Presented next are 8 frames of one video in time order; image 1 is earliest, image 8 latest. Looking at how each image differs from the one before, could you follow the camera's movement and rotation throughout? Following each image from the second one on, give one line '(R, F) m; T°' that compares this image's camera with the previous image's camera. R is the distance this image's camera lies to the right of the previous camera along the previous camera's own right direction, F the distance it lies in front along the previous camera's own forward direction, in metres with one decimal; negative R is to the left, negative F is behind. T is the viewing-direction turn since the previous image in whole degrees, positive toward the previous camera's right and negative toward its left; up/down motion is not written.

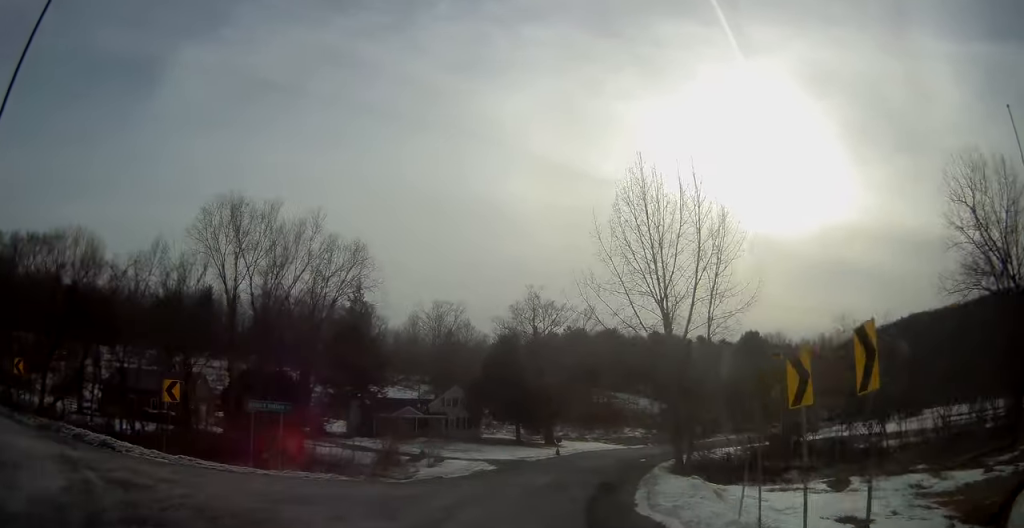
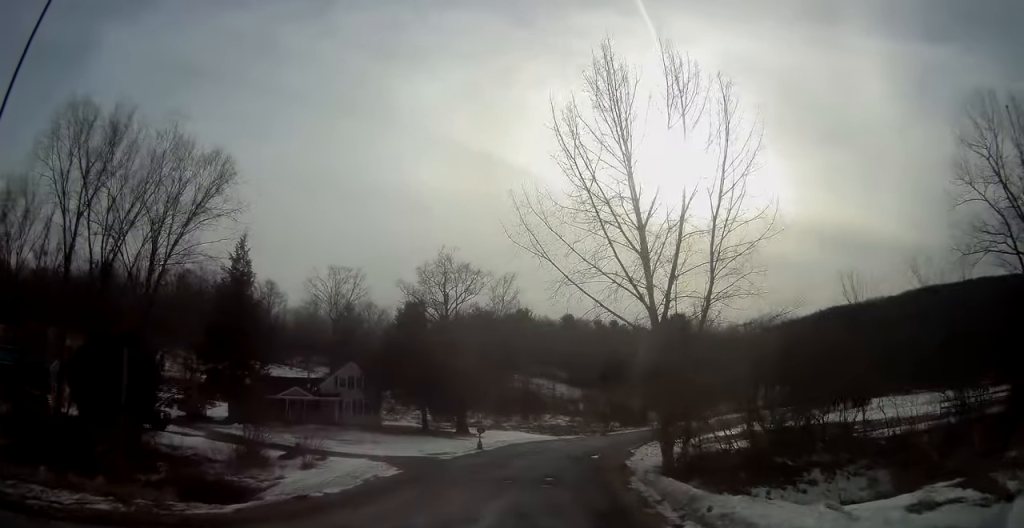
(+0.9, +10.9) m; +10°
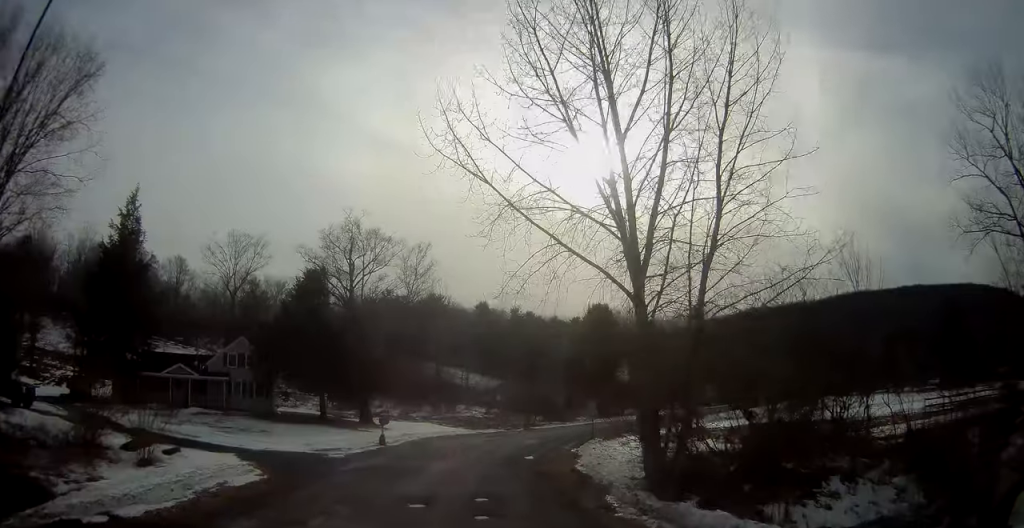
(+0.7, +7.5) m; +4°
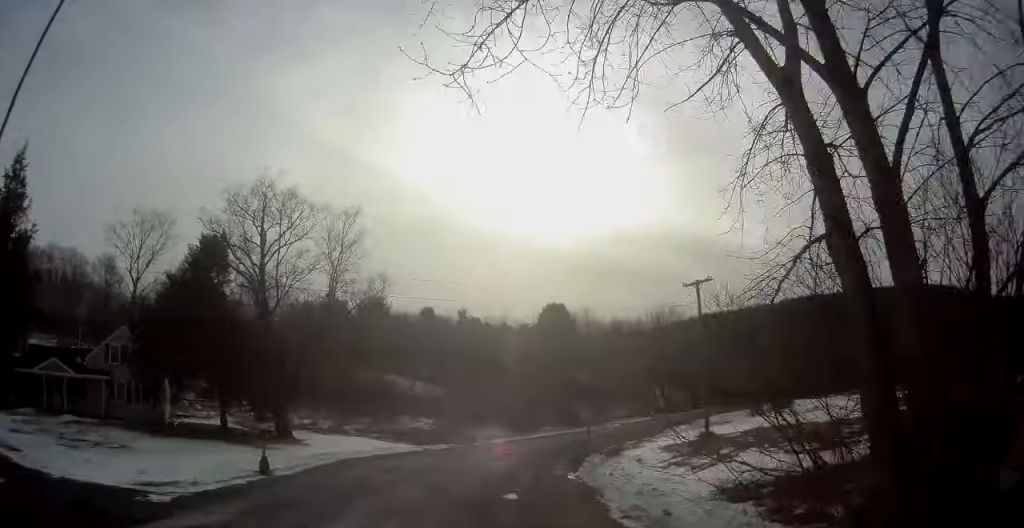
(+0.4, +11.3) m; +5°
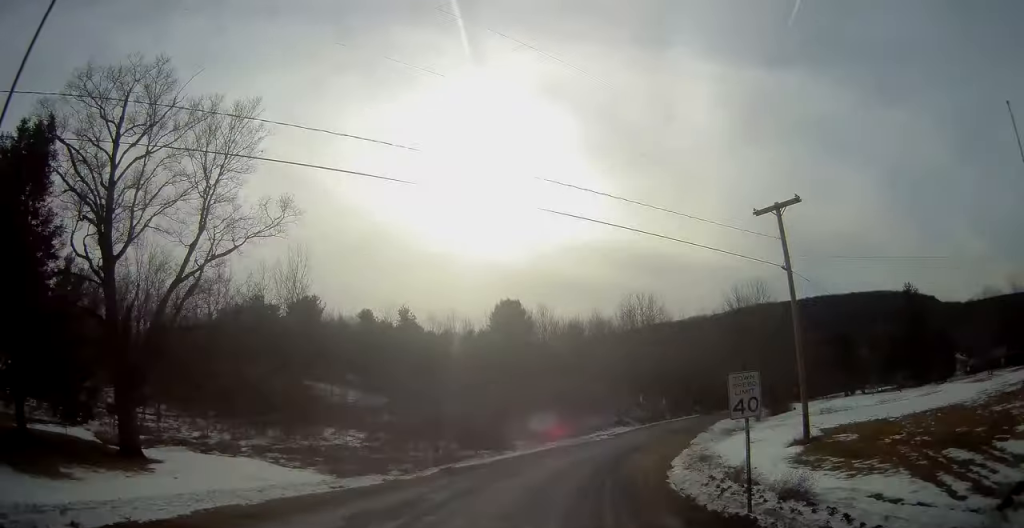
(+1.2, +16.1) m; +12°
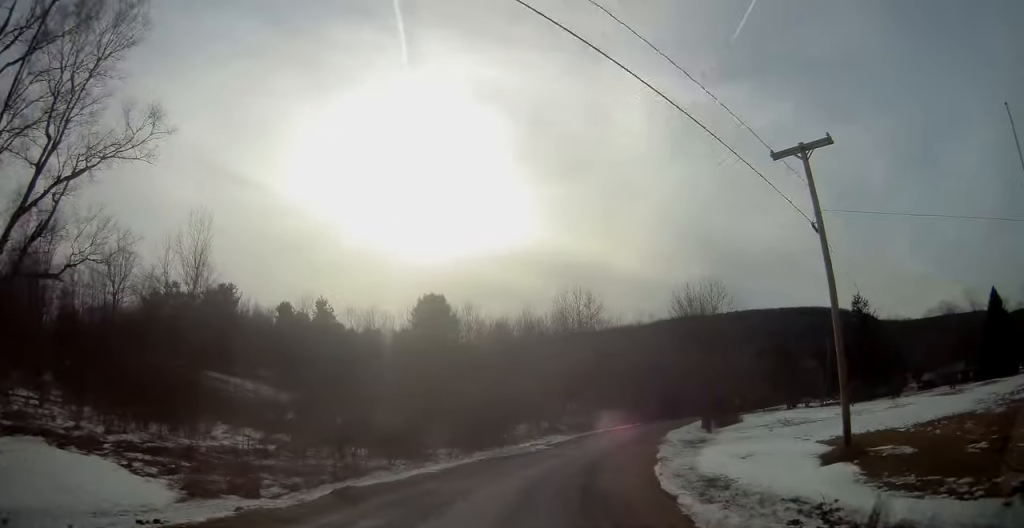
(+0.6, +7.7) m; +7°
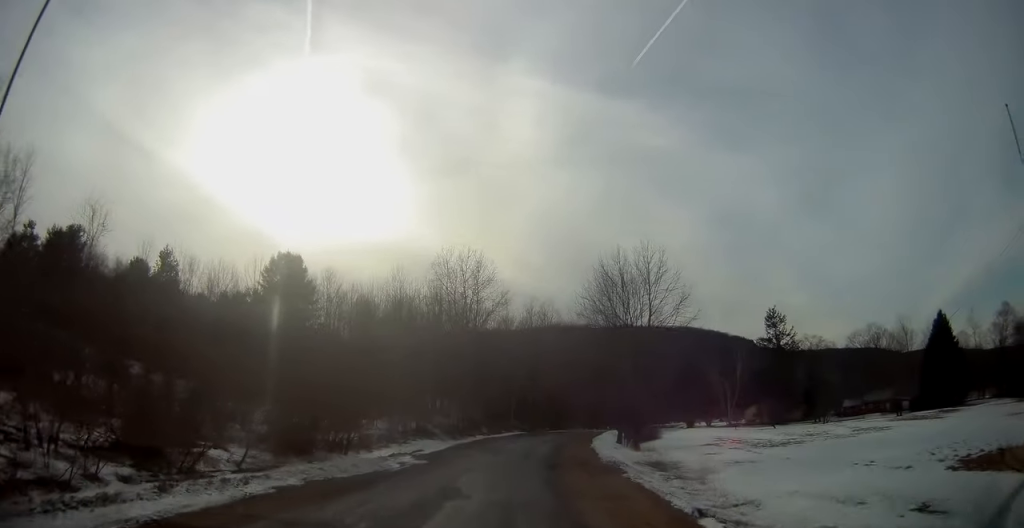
(+2.2, +17.8) m; +11°
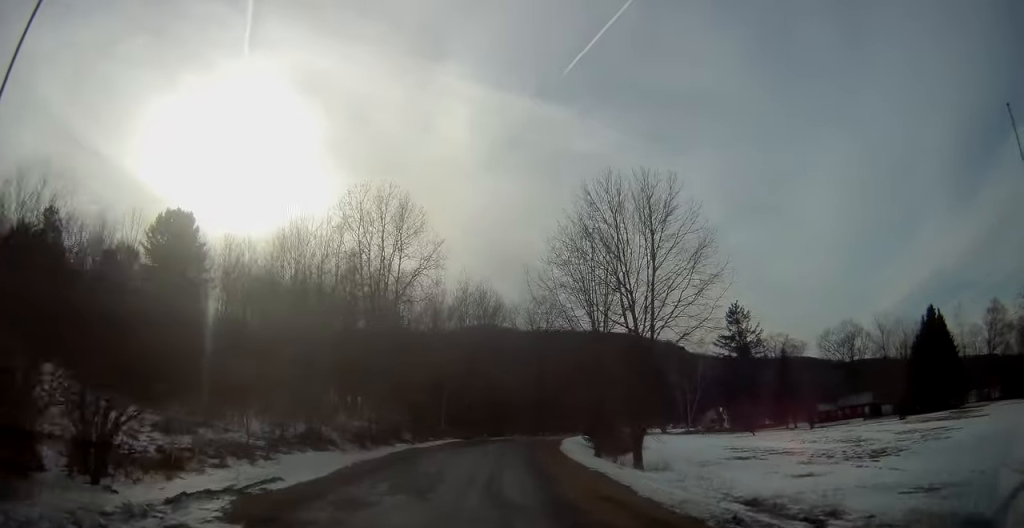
(+0.9, +17.1) m; +6°
